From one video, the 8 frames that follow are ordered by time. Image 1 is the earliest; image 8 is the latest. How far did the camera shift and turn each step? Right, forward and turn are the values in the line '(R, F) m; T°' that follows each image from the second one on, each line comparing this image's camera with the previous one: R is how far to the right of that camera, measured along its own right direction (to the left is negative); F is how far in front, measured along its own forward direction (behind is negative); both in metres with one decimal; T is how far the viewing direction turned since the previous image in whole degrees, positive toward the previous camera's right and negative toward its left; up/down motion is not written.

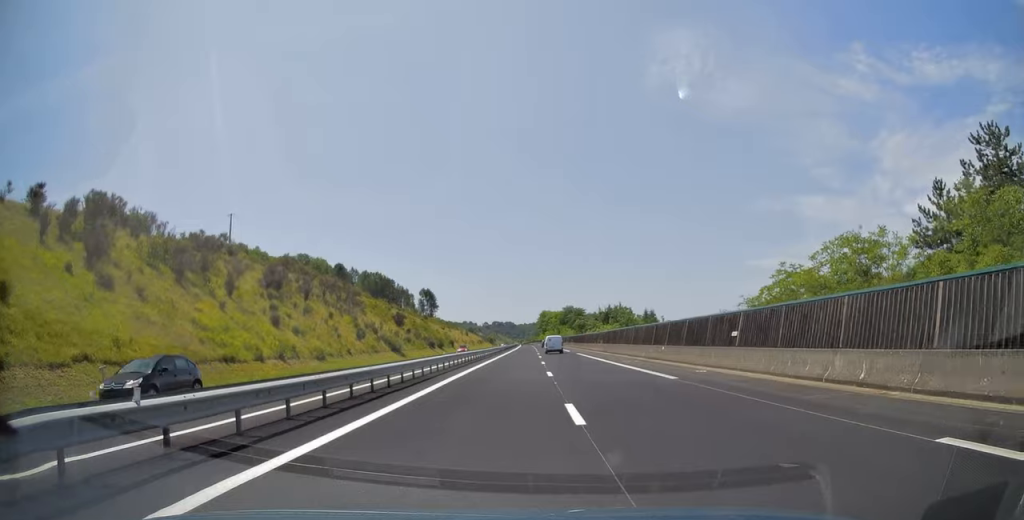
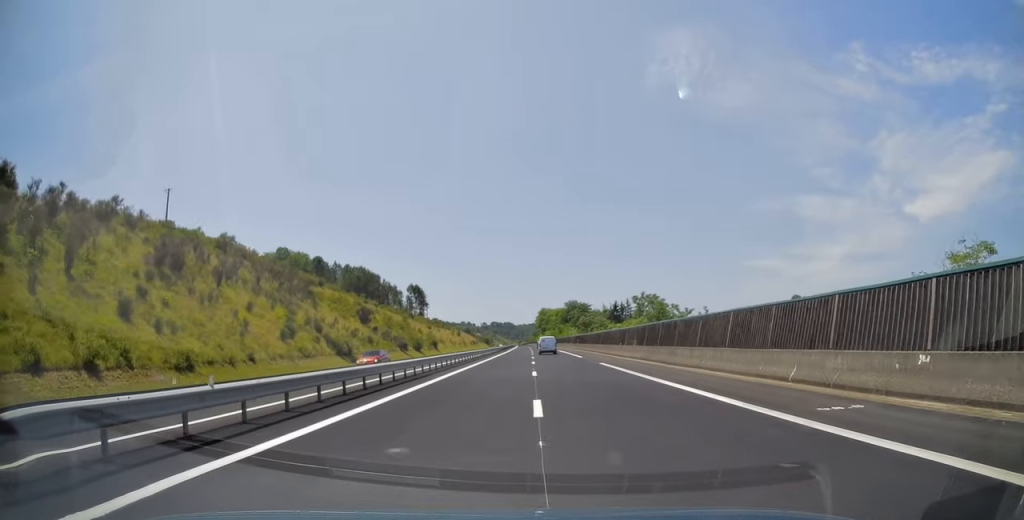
(+0.3, +24.5) m; 0°
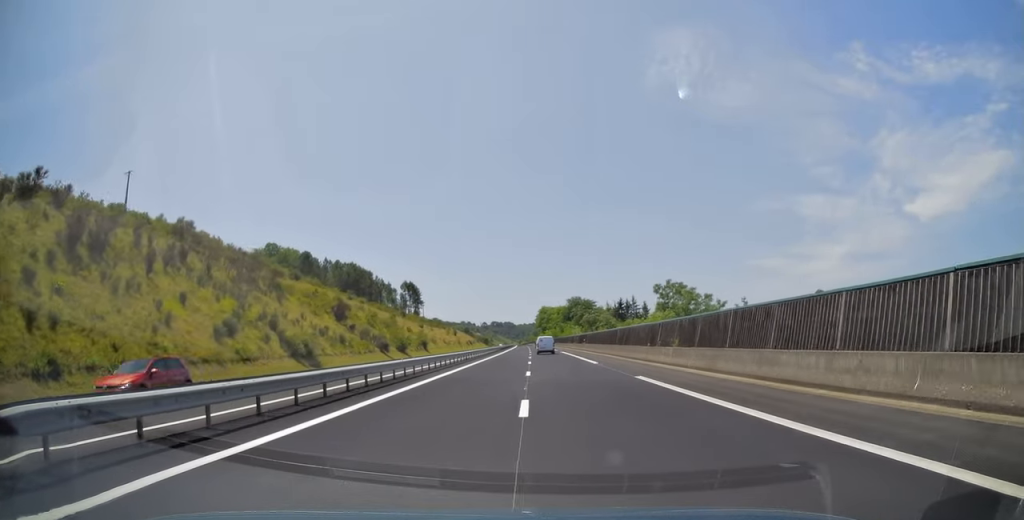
(-0.1, +12.8) m; 0°
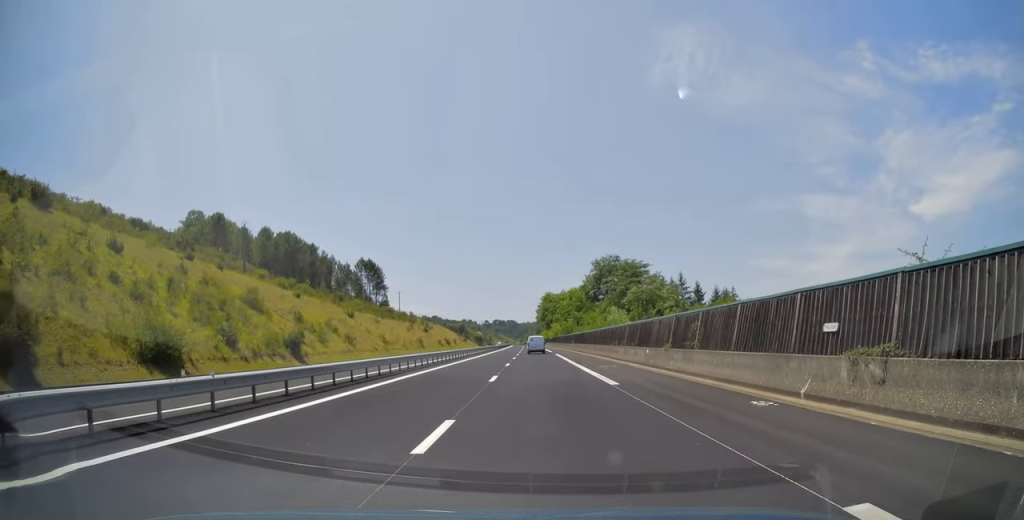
(-0.1, +67.8) m; 0°
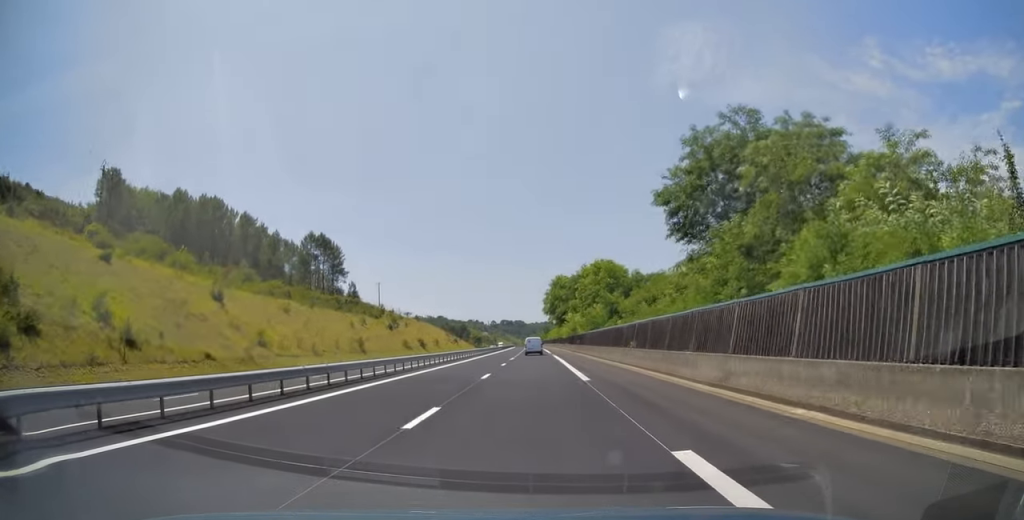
(0.0, +49.1) m; -1°
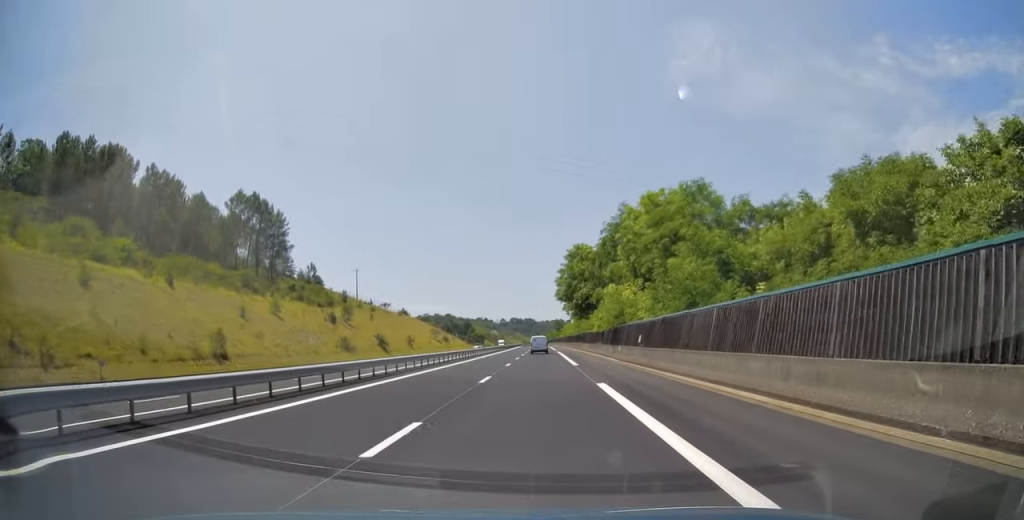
(-0.7, +41.2) m; -2°
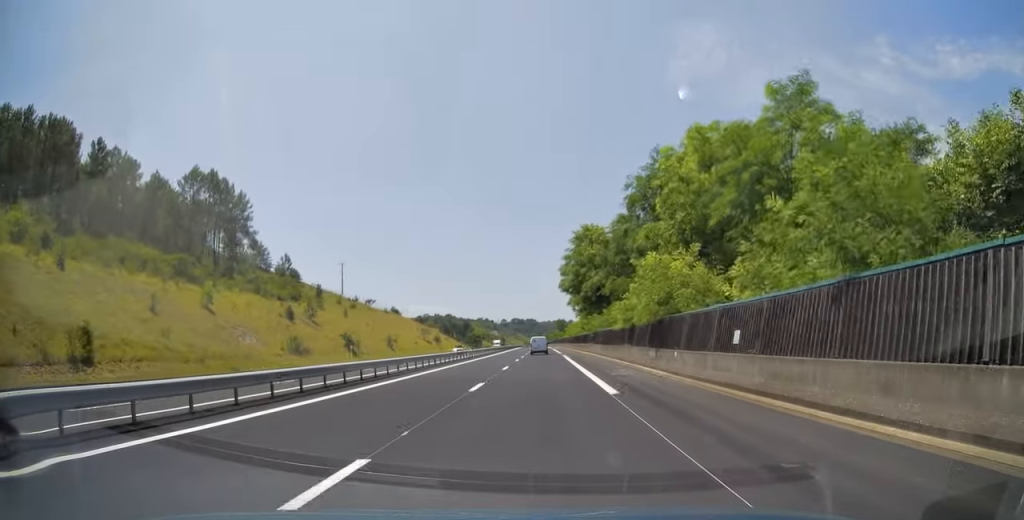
(-0.1, +16.1) m; 0°
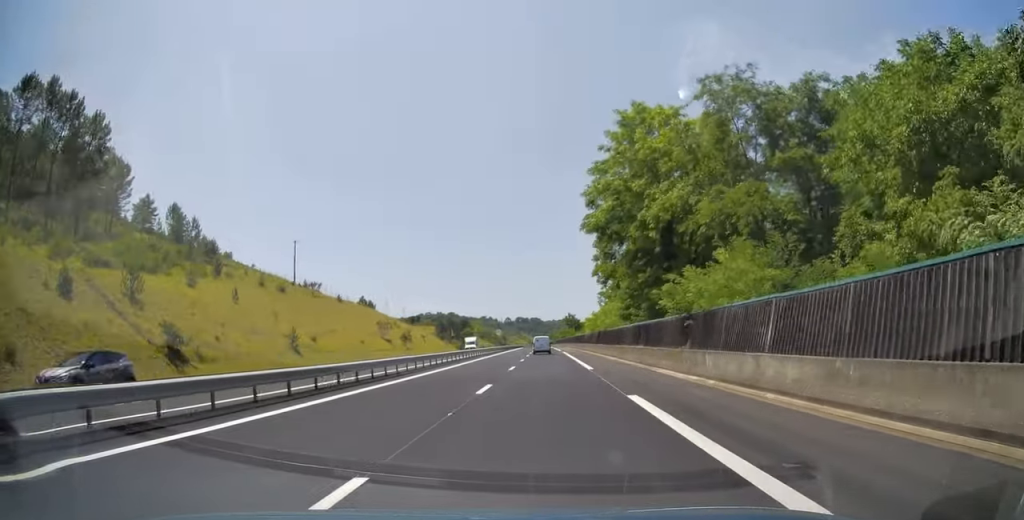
(0.0, +39.6) m; 0°
